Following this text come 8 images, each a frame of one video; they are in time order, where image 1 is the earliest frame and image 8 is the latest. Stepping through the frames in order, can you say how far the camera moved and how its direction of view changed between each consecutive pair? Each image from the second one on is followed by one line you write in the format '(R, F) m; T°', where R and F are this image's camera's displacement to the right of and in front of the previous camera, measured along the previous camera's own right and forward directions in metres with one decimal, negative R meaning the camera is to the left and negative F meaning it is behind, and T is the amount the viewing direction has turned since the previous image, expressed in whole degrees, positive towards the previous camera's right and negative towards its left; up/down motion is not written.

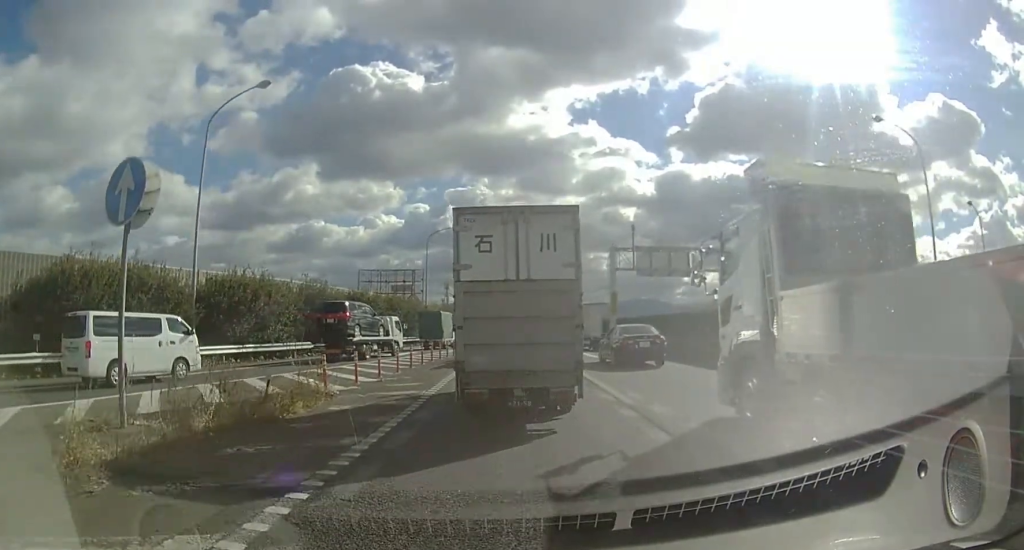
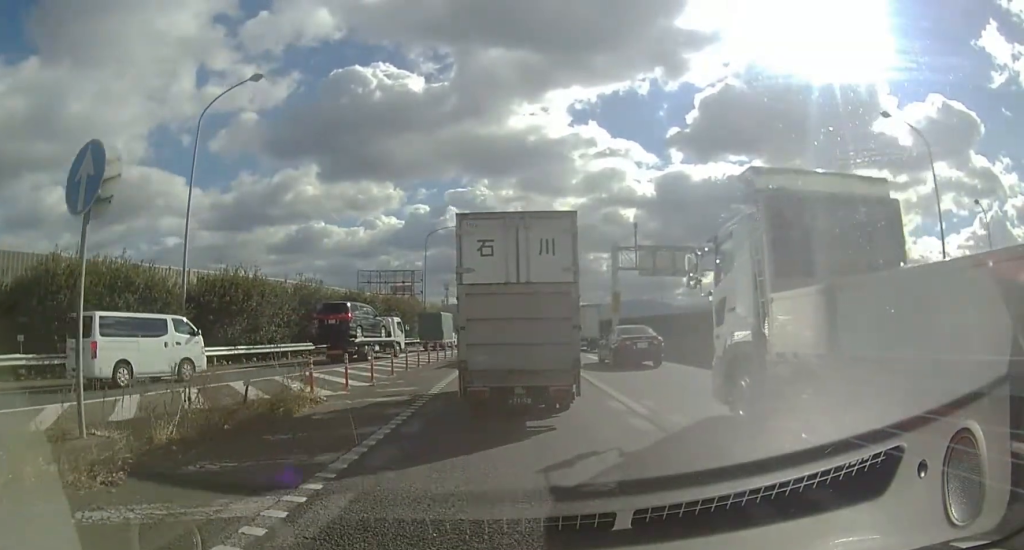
(0.0, +0.9) m; 0°
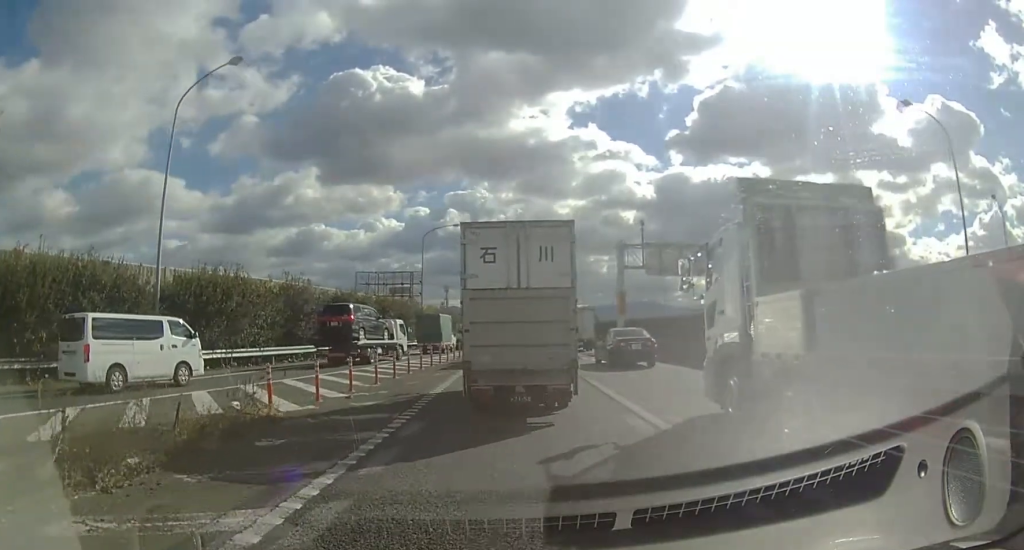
(0.0, +1.9) m; +1°
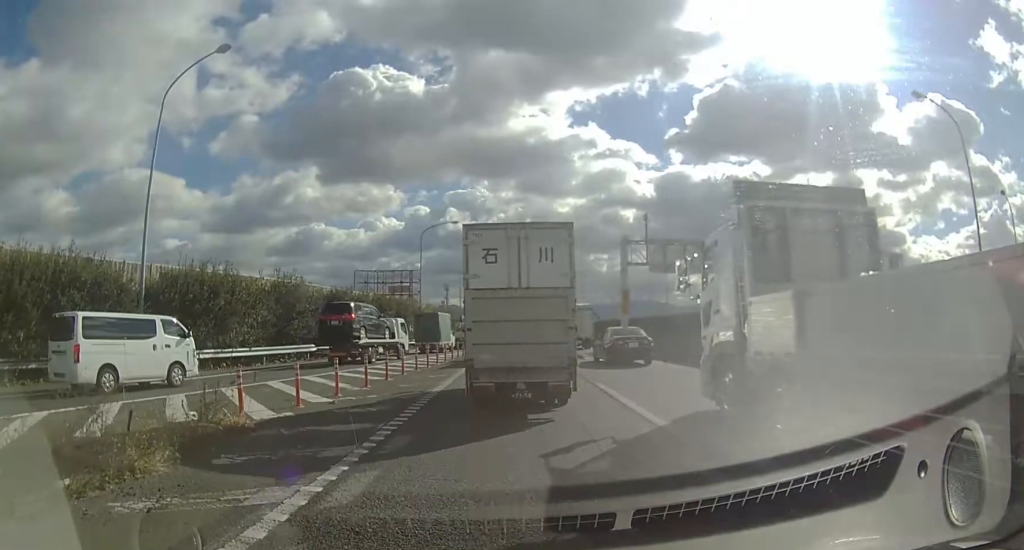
(0.0, +1.0) m; 0°
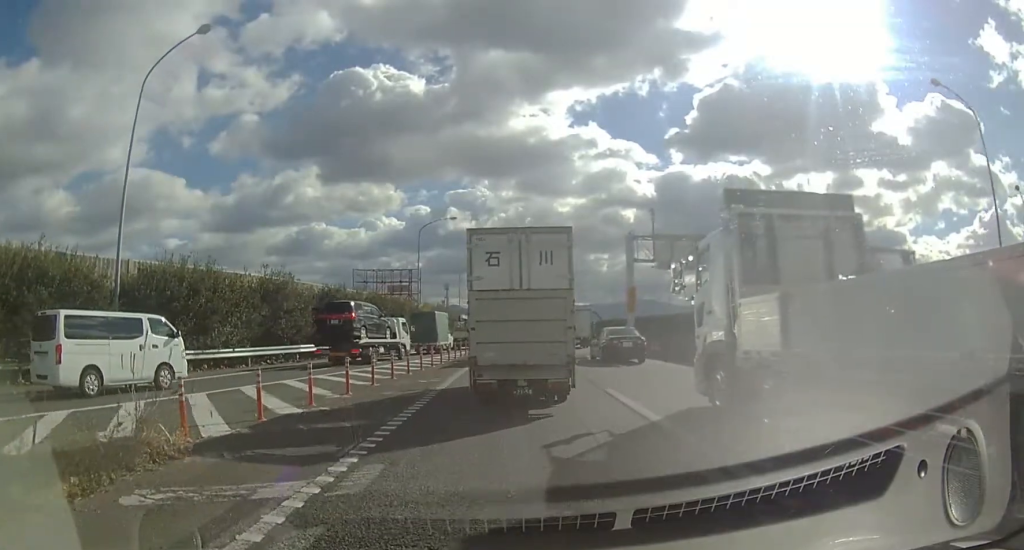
(0.0, +1.3) m; 0°
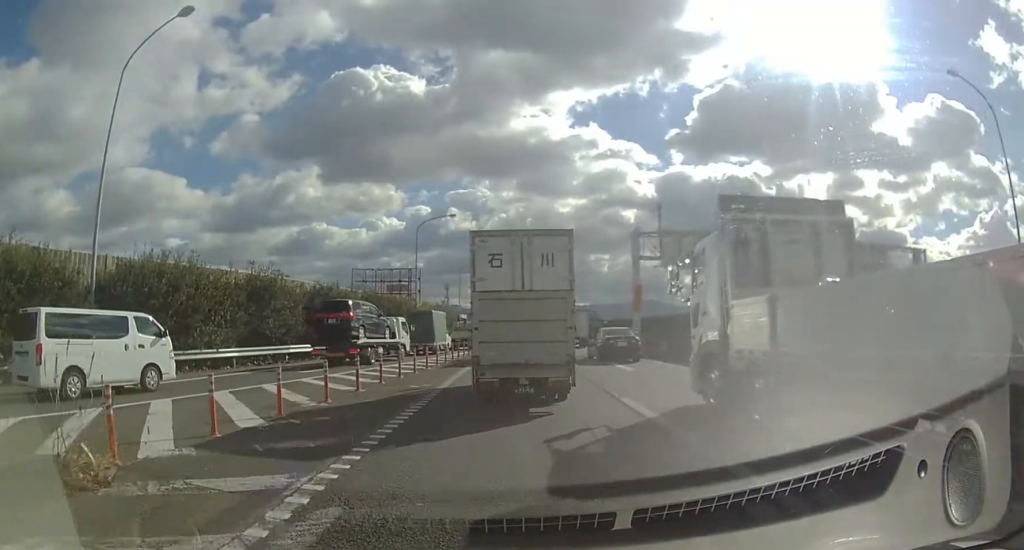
(0.0, +1.1) m; 0°
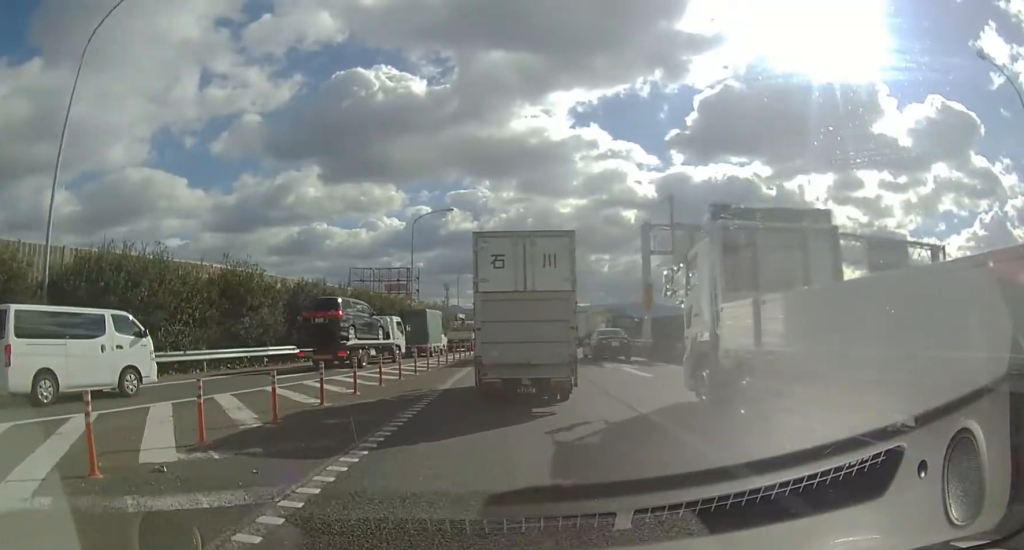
(0.0, +2.0) m; 0°
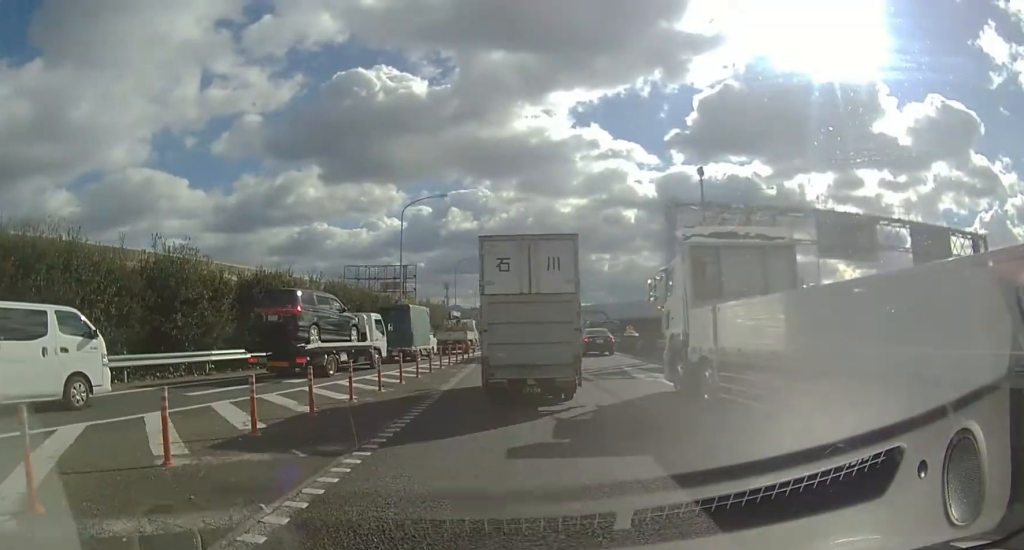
(0.0, +4.9) m; -1°
